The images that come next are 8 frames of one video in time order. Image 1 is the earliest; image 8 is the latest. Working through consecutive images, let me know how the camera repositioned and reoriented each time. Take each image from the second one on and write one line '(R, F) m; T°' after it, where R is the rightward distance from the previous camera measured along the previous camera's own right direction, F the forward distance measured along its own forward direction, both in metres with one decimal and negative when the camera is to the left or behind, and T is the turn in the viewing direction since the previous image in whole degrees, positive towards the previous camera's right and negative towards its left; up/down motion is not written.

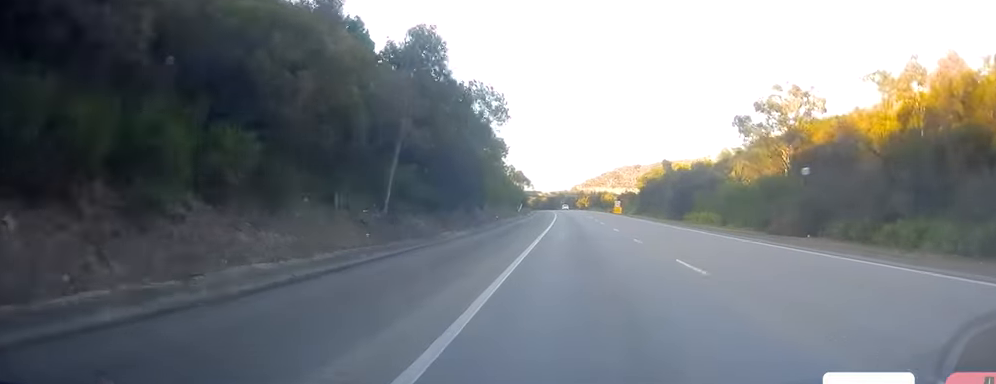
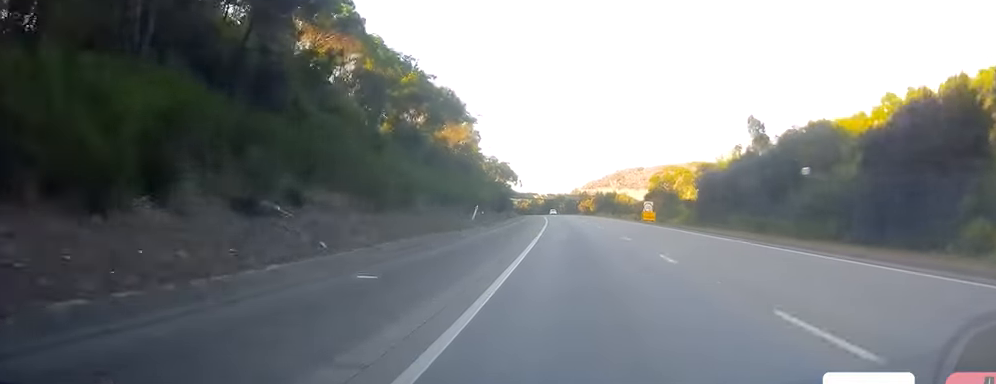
(-0.3, +45.2) m; 0°
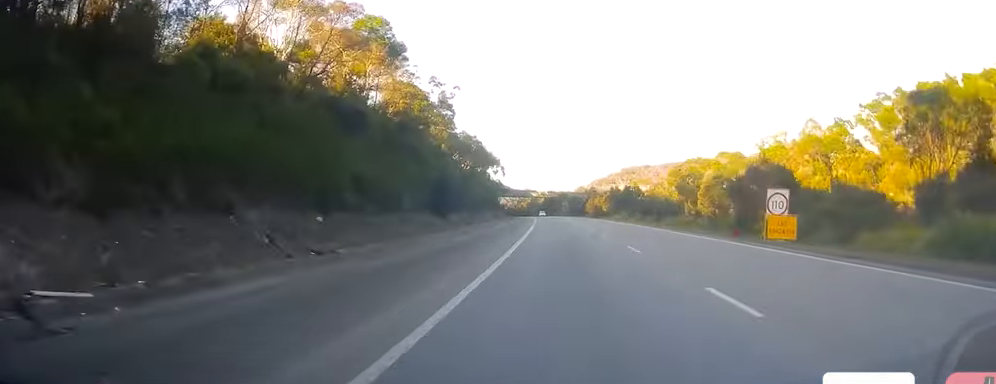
(+0.7, +44.4) m; +1°
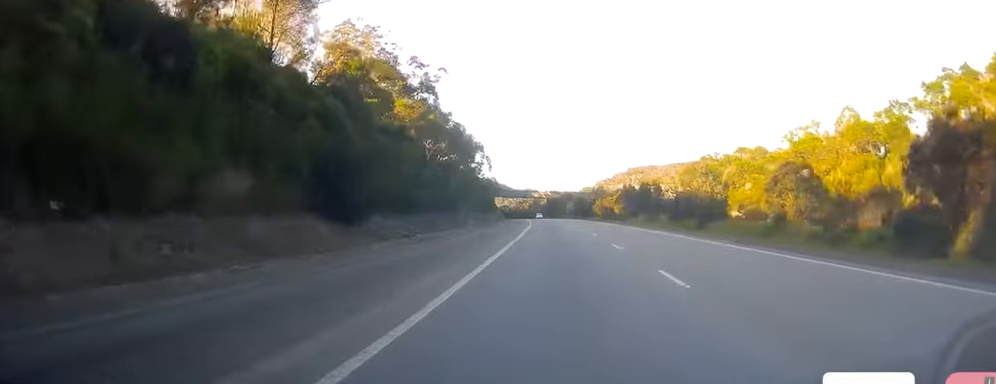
(-0.1, +20.7) m; -1°
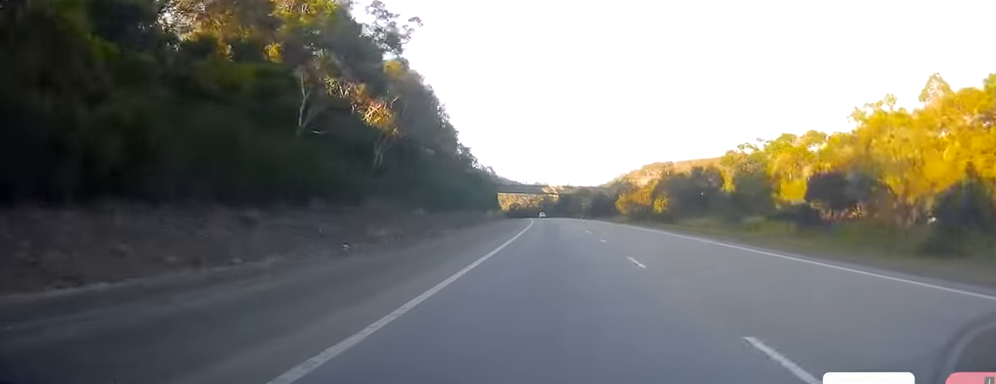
(-0.6, +32.0) m; -1°
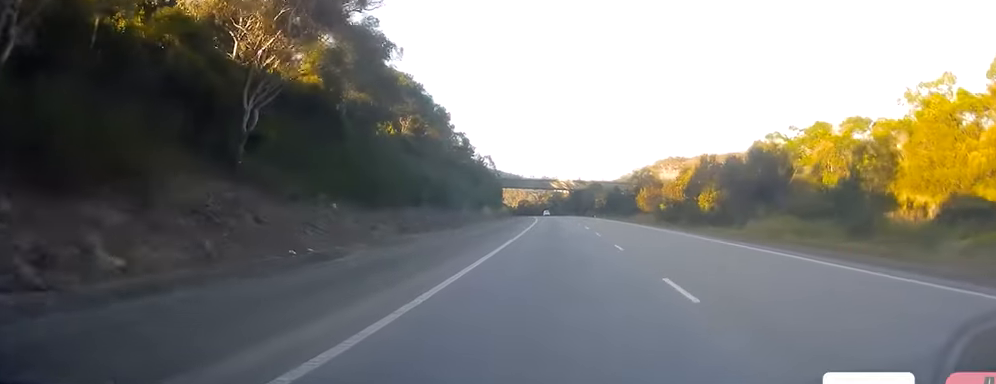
(-0.1, +17.9) m; 0°
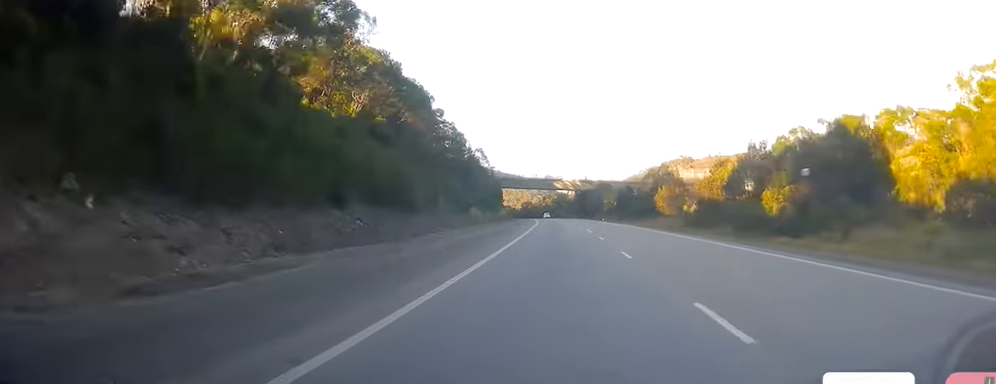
(0.0, +15.1) m; 0°
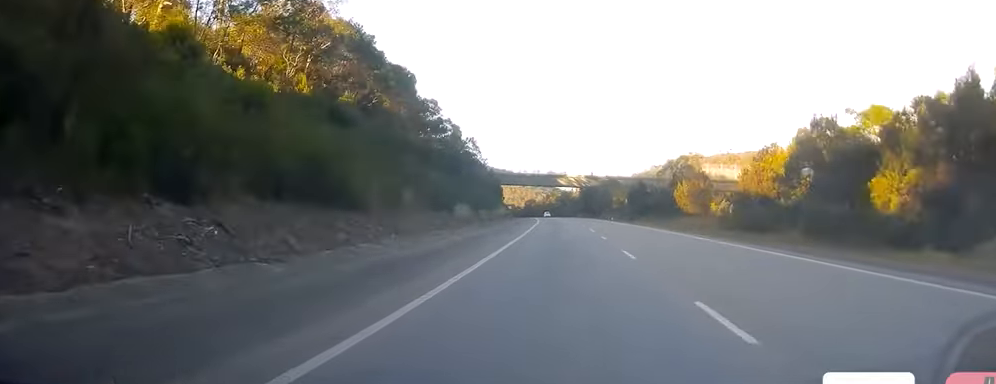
(0.0, +12.3) m; 0°
